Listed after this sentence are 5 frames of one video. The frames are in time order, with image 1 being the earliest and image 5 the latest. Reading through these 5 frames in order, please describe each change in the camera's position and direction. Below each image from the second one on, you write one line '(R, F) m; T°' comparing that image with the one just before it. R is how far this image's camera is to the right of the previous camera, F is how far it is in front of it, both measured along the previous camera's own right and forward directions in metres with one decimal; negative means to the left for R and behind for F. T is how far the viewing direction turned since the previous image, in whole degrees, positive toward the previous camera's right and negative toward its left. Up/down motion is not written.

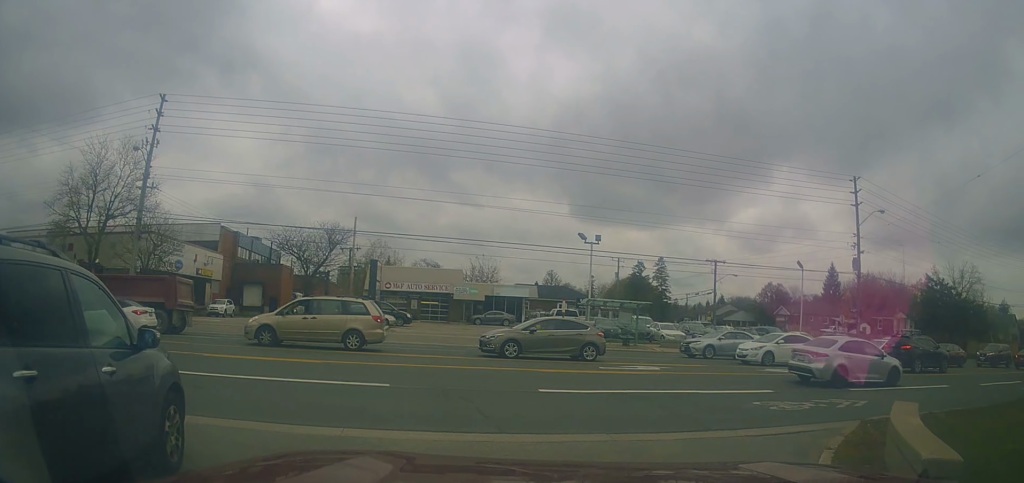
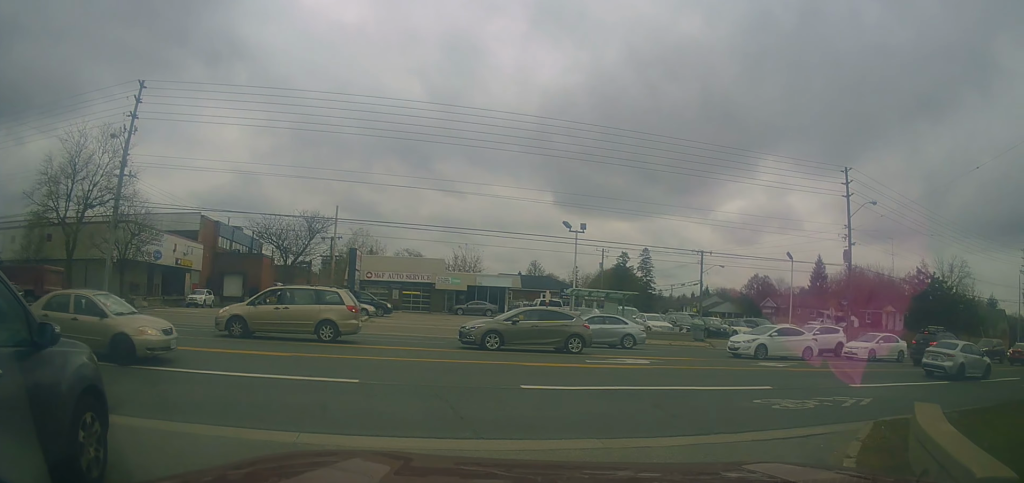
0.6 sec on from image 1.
(0.0, +1.0) m; +1°
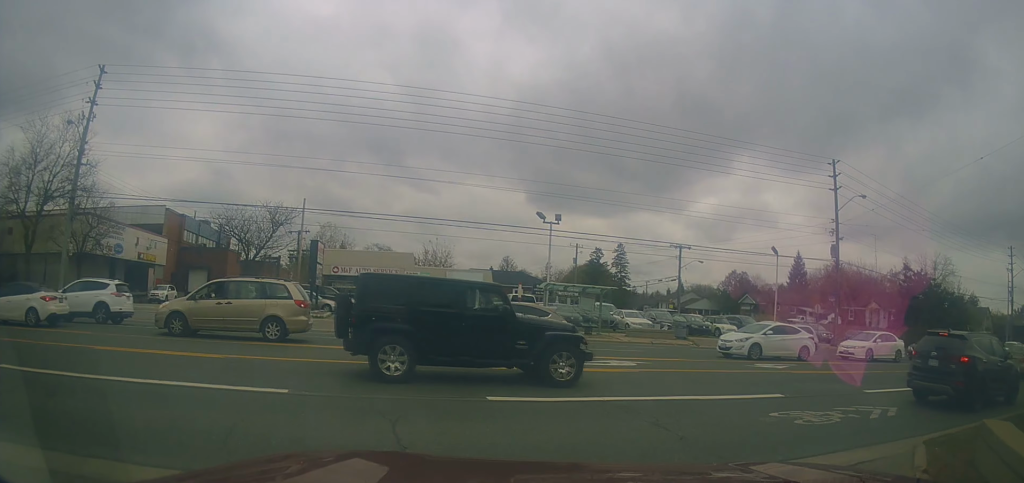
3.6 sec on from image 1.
(+0.1, +2.3) m; 0°
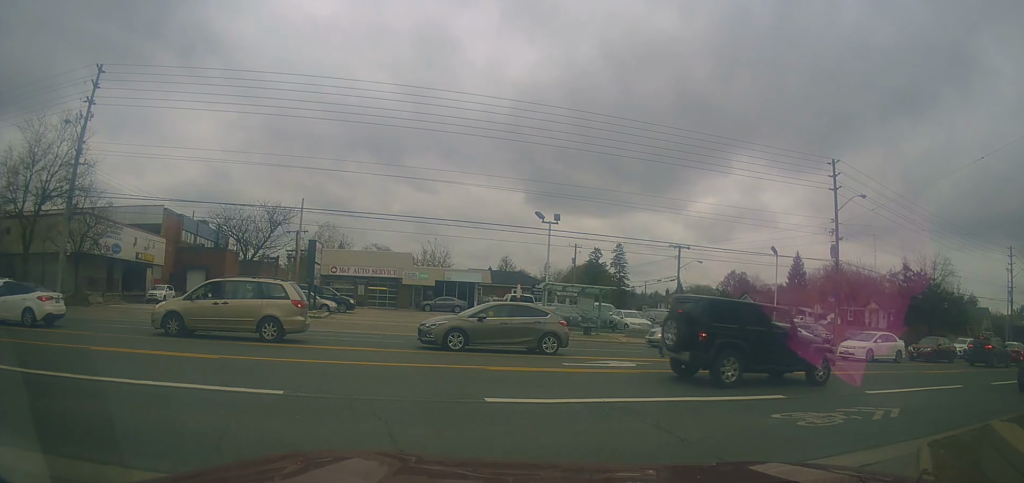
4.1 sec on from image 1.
(0.0, +0.2) m; 0°
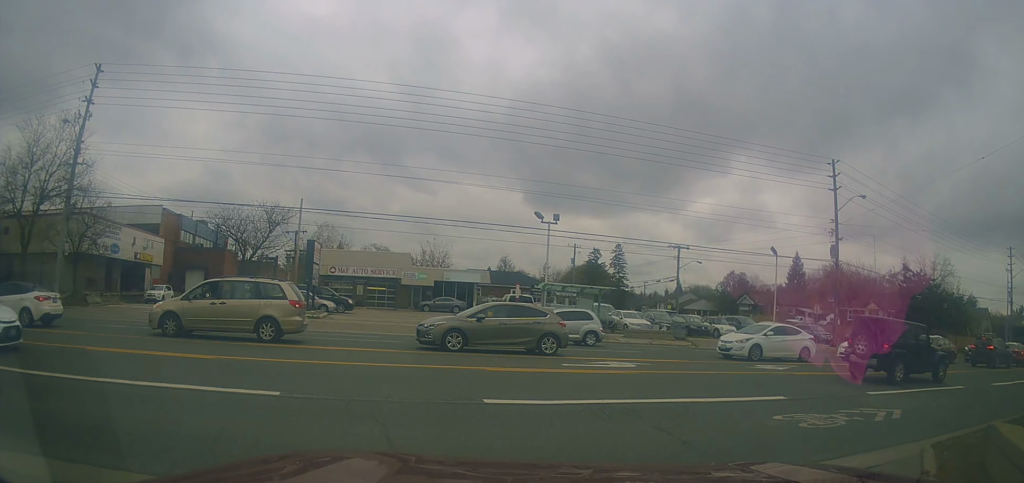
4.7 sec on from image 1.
(0.0, 0.0) m; 0°
